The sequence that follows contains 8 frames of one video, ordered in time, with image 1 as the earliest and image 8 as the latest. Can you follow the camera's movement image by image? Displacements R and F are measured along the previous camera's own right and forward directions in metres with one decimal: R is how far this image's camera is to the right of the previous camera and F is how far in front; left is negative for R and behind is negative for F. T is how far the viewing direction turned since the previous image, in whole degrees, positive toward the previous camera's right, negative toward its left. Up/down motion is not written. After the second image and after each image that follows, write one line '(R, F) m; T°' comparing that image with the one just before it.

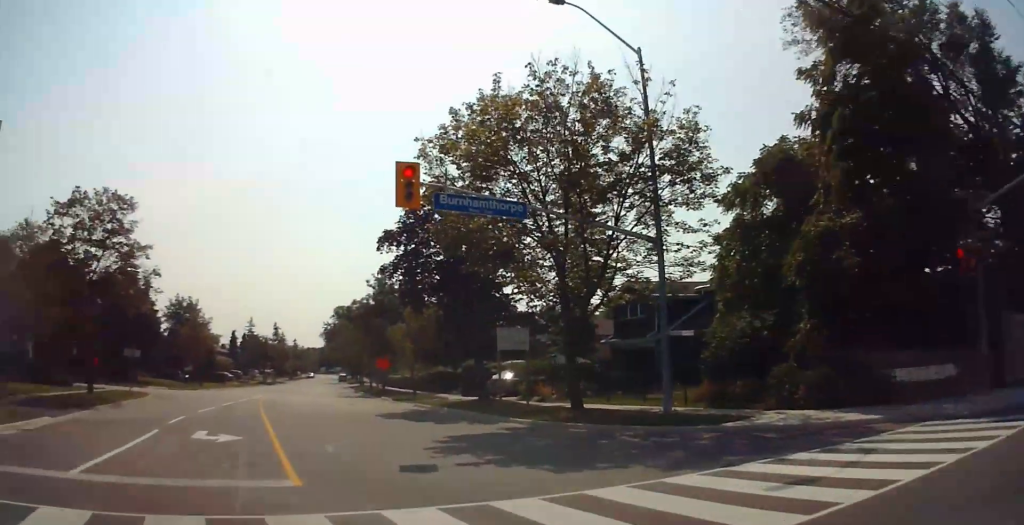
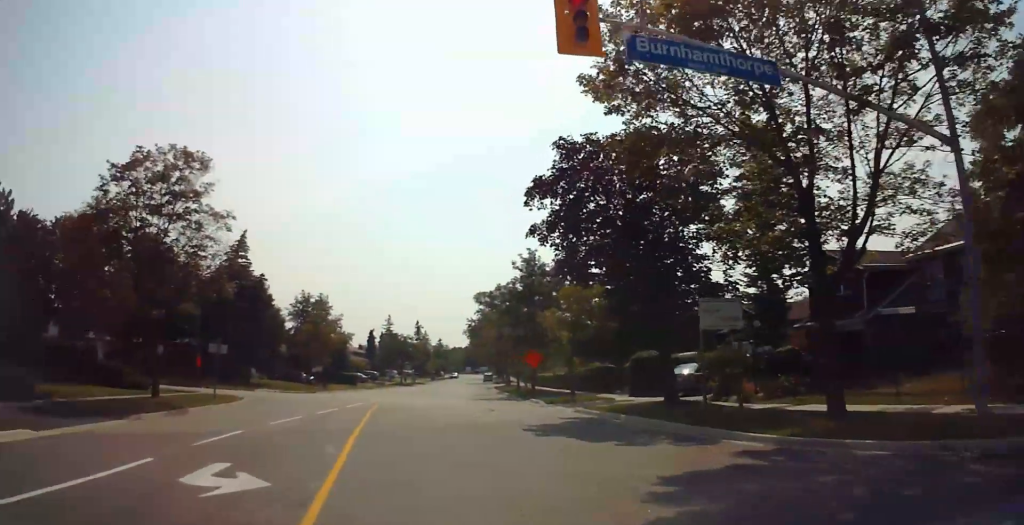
(-0.6, +6.6) m; -8°
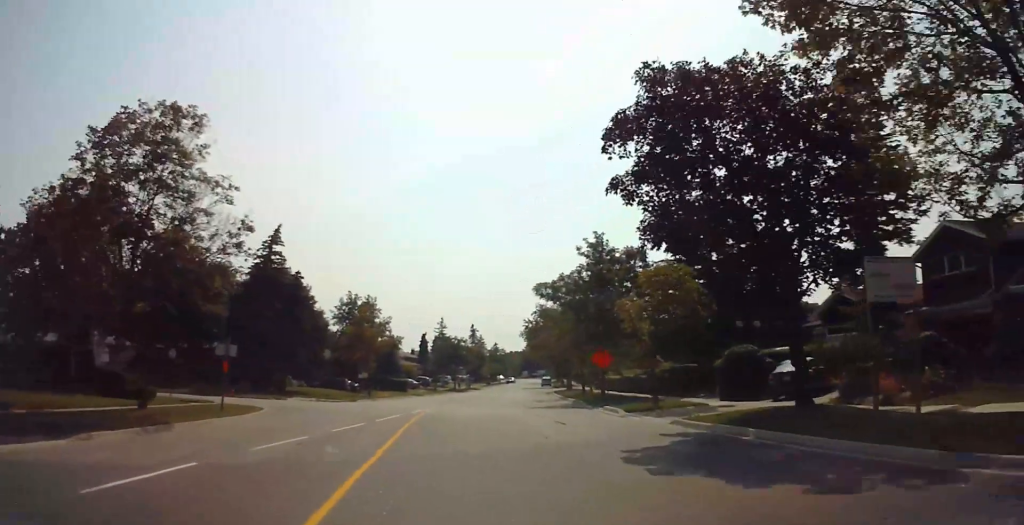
(-0.2, +5.3) m; +1°
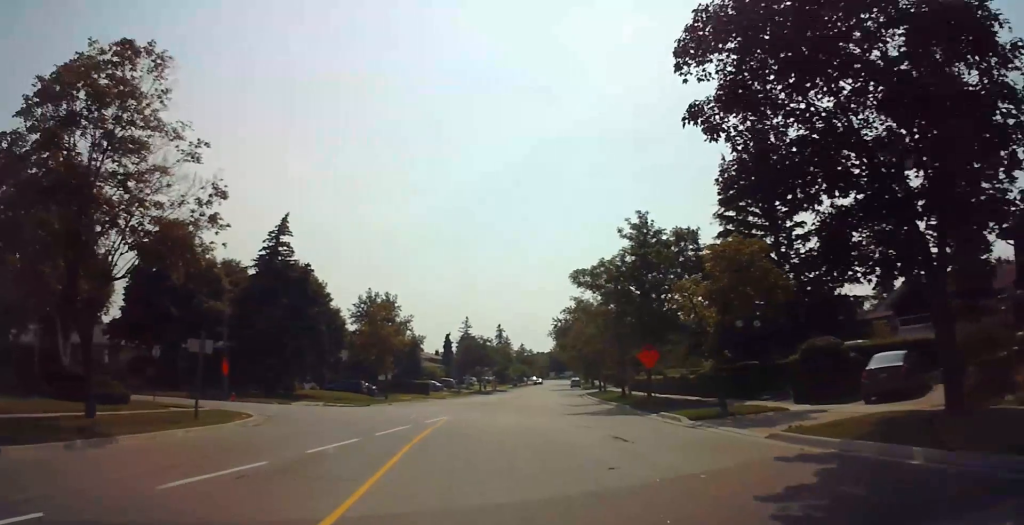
(+0.1, +4.7) m; +1°
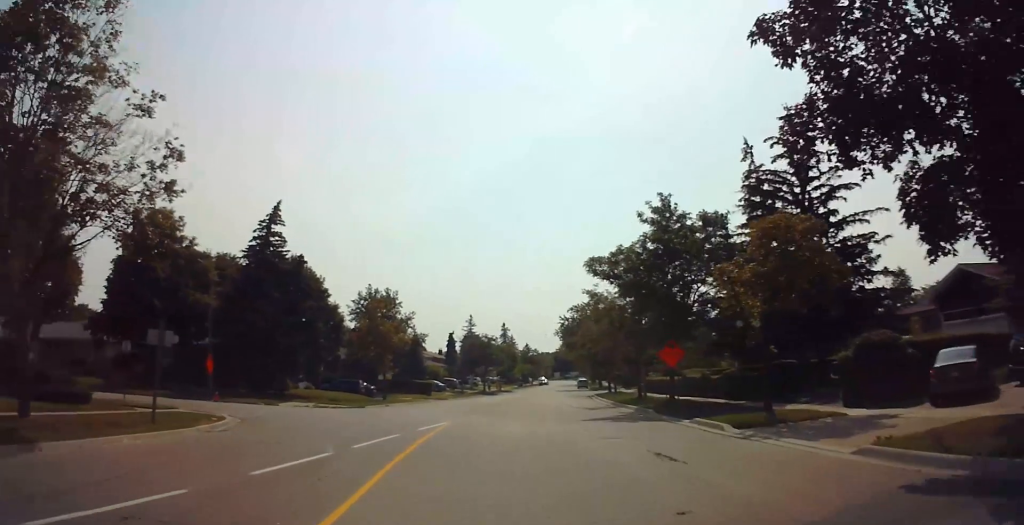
(+0.1, +3.3) m; 0°
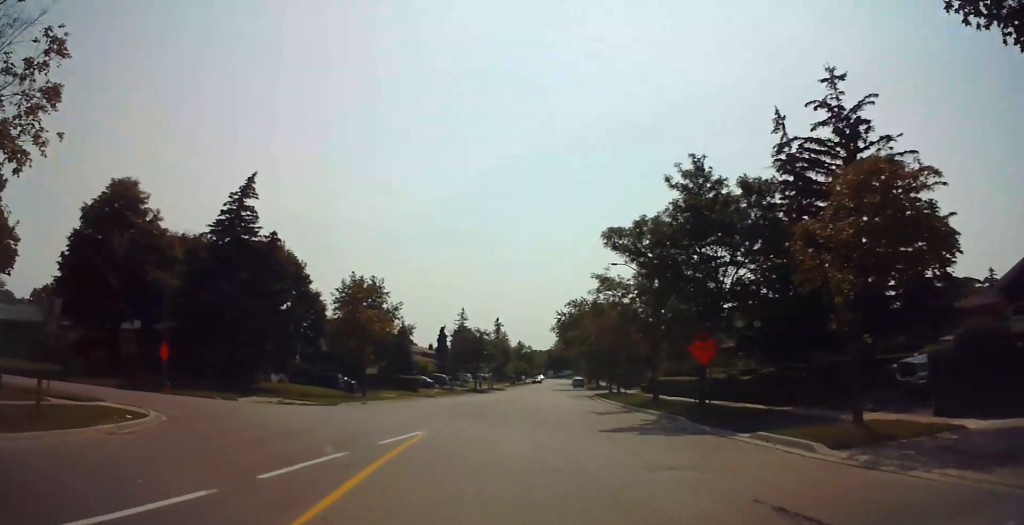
(0.0, +5.3) m; -1°
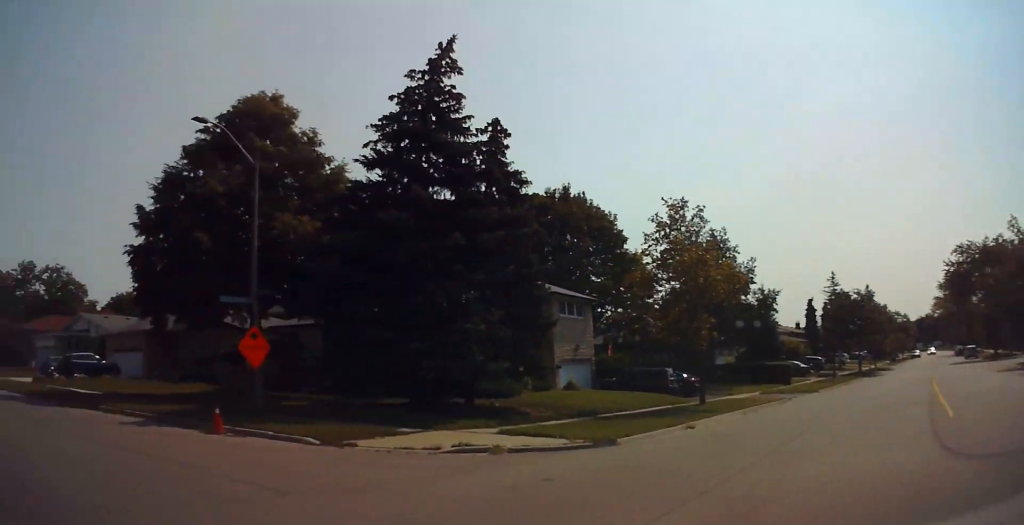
(-0.2, +25.6) m; -9°
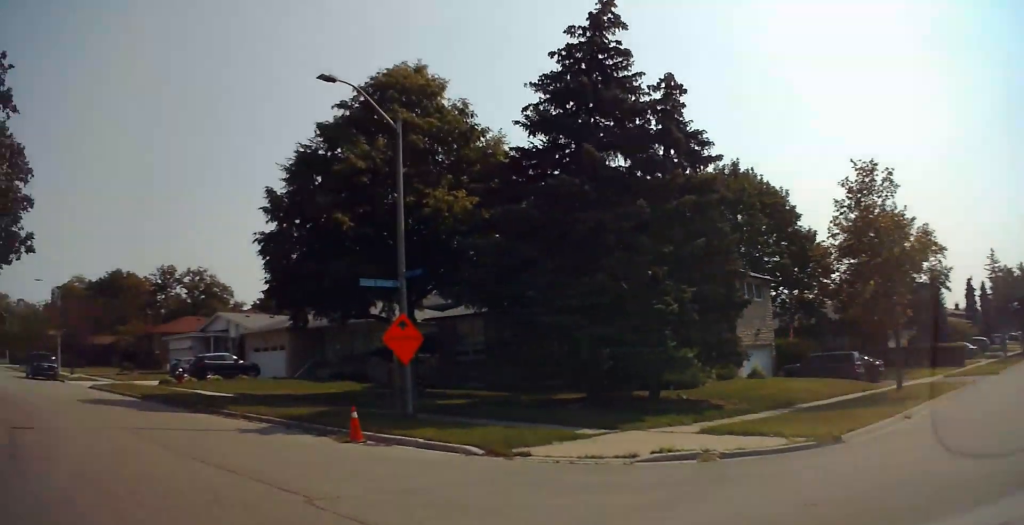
(-0.3, +3.8) m; -15°
